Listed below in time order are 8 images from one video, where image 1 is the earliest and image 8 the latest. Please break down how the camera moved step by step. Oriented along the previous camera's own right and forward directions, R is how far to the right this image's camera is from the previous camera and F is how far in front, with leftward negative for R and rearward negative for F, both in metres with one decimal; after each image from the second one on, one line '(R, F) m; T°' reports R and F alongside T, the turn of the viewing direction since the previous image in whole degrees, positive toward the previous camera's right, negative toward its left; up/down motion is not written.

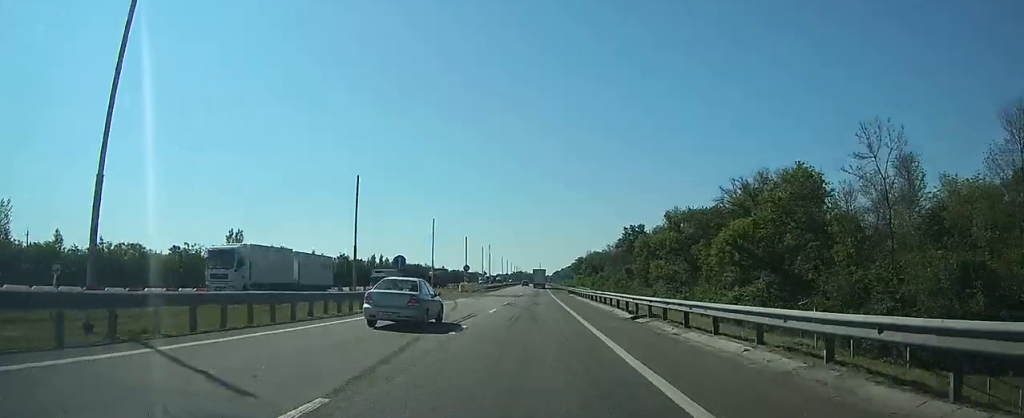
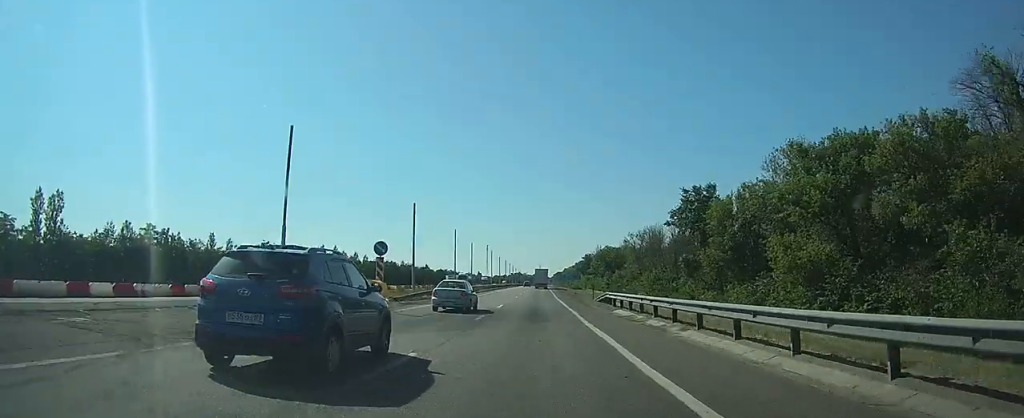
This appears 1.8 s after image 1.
(-0.2, +43.8) m; 0°
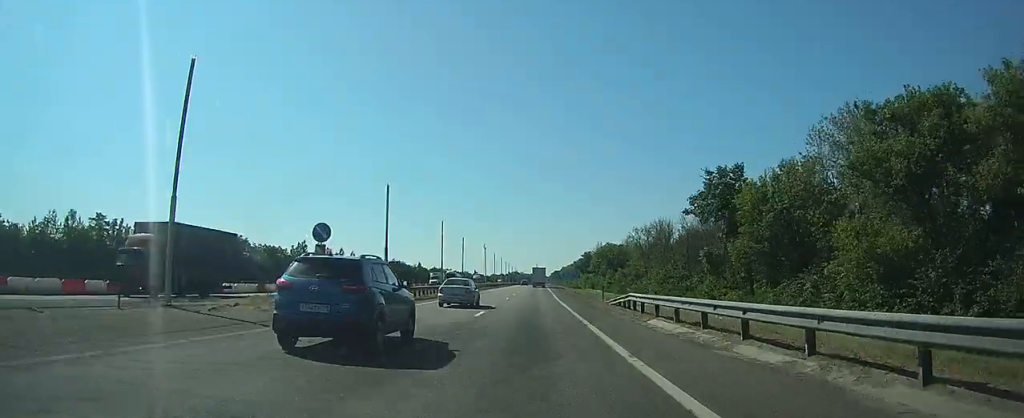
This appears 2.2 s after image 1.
(0.0, +9.8) m; 0°
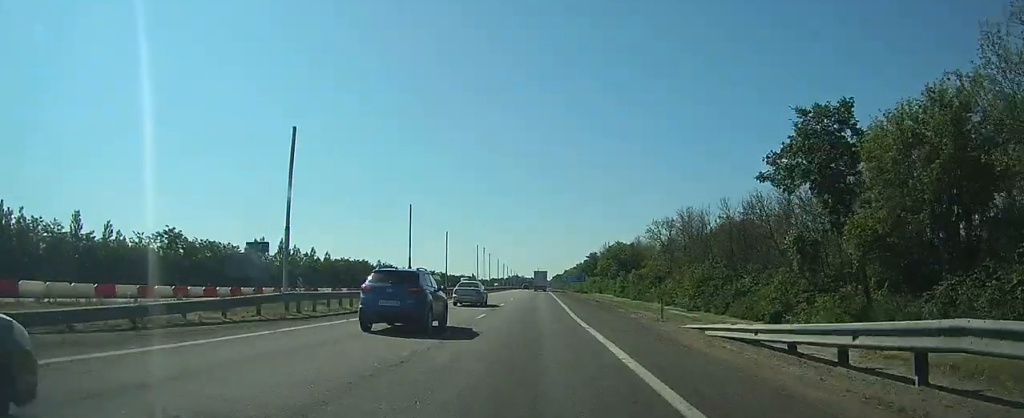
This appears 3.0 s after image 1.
(+0.1, +20.4) m; 0°
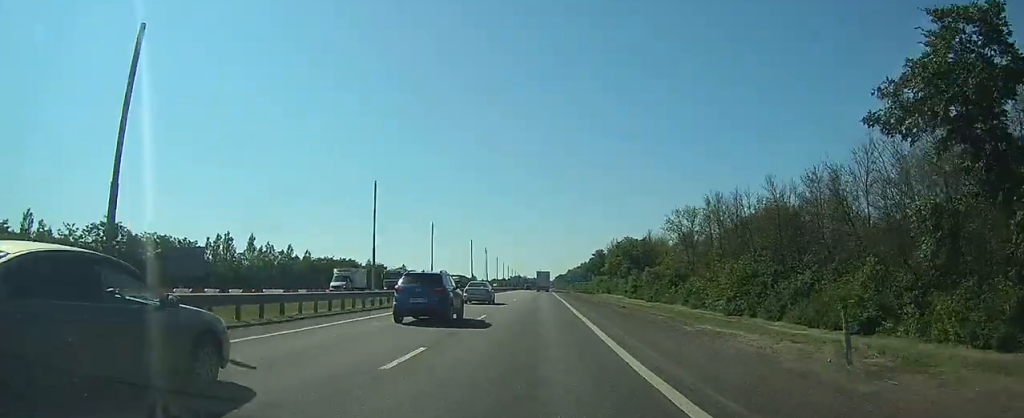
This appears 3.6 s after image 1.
(0.0, +13.8) m; 0°
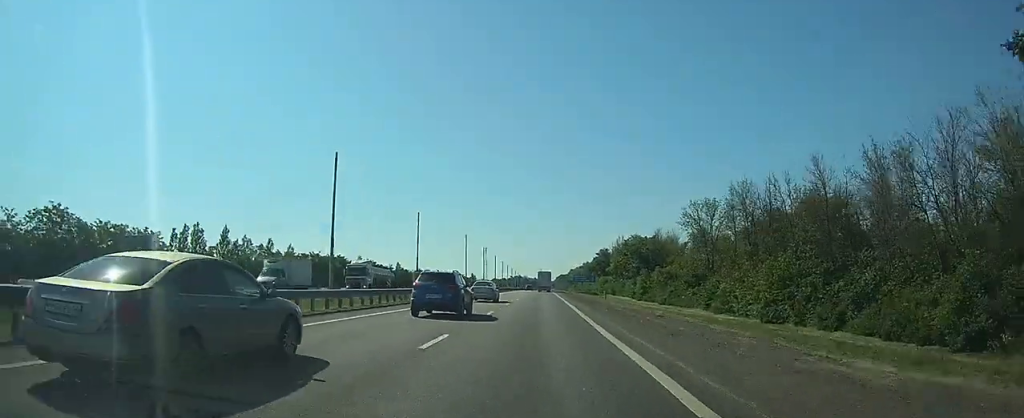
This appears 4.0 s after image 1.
(0.0, +9.7) m; 0°
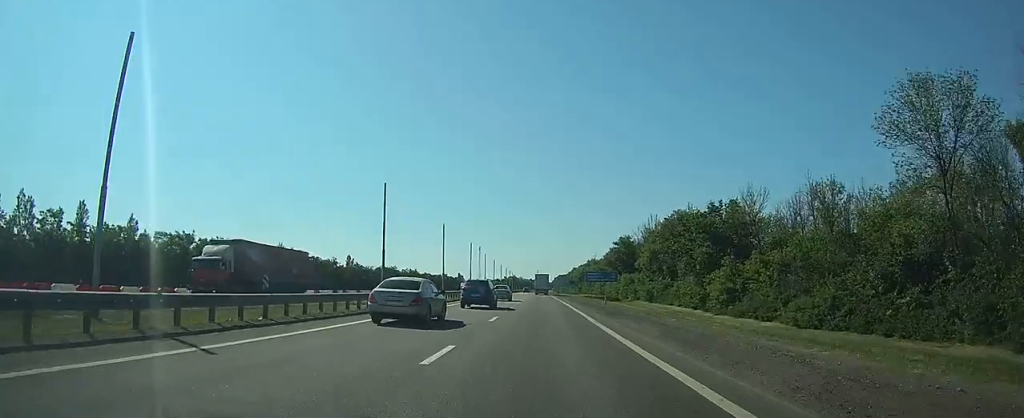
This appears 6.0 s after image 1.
(-0.2, +49.6) m; -1°
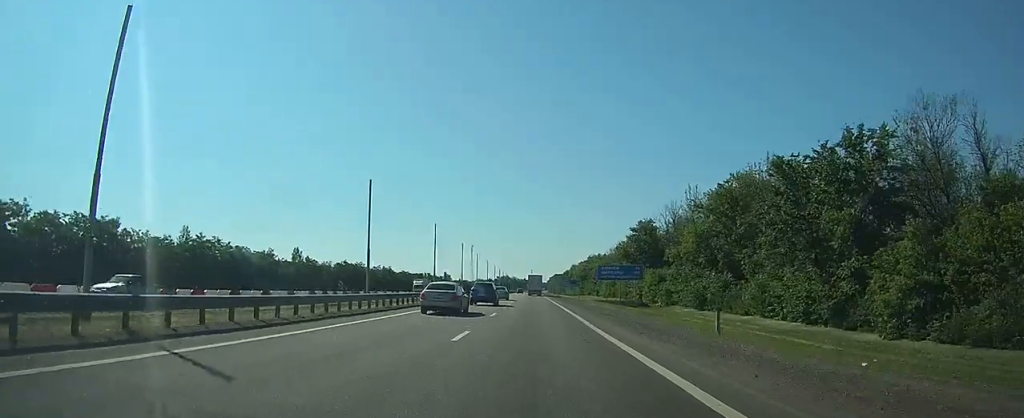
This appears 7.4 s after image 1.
(0.0, +31.6) m; 0°
